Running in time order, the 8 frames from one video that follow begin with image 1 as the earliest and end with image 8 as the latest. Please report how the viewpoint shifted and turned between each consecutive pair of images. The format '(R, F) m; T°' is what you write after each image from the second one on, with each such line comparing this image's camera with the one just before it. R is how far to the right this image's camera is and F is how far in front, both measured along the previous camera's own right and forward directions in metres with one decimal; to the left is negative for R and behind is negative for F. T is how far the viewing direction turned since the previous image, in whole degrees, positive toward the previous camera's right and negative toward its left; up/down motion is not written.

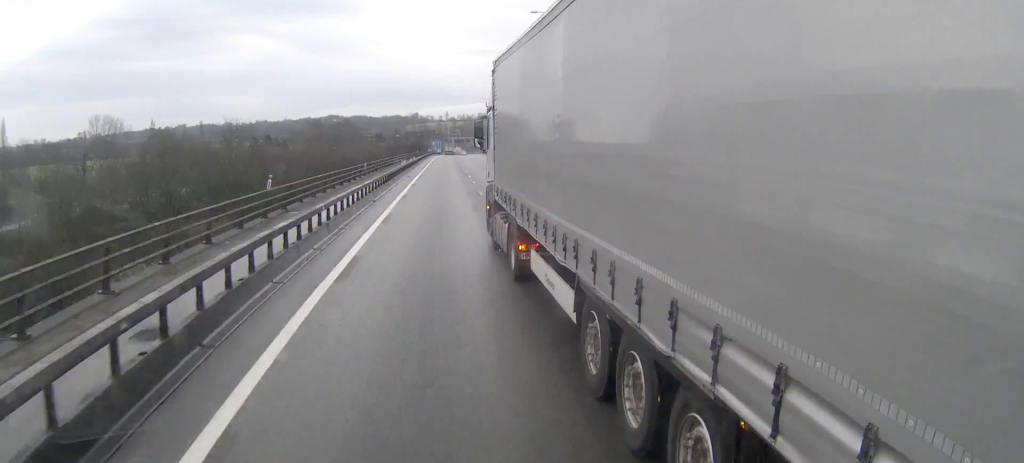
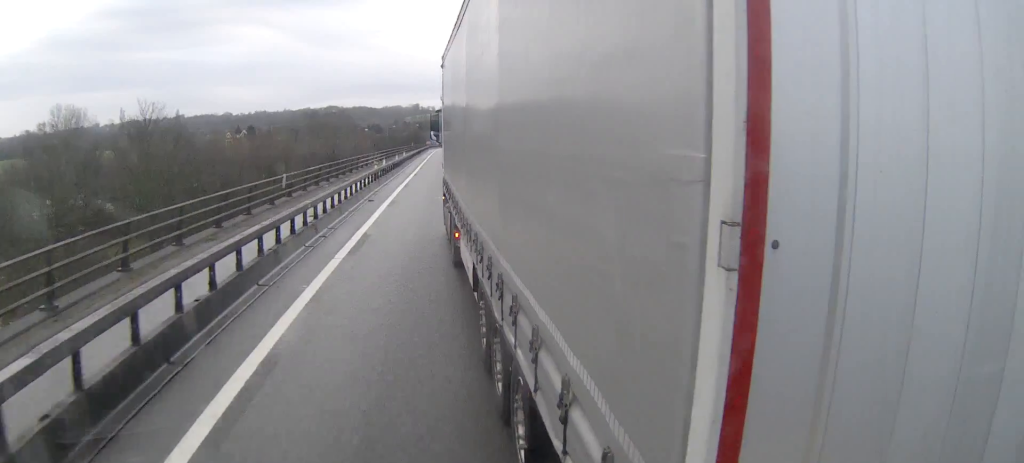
(+0.1, +26.5) m; +1°
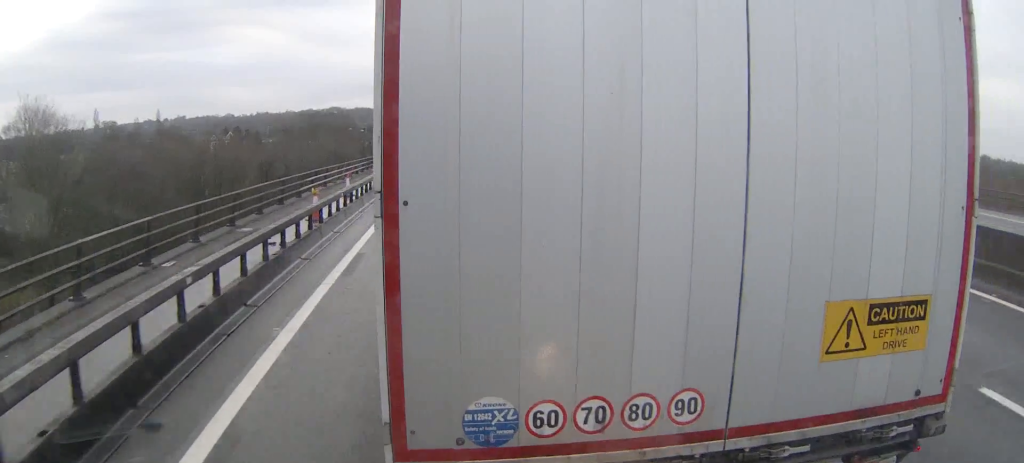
(+0.2, +21.0) m; 0°
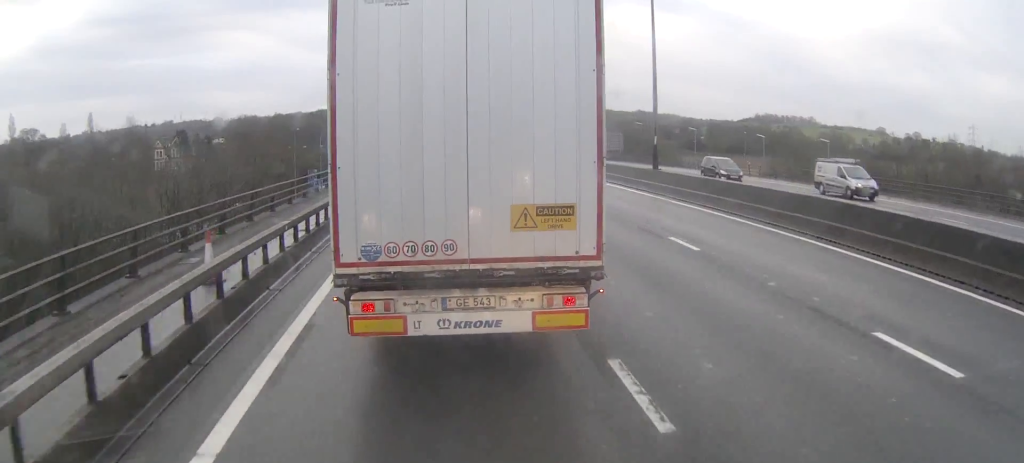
(-0.4, +44.3) m; -1°
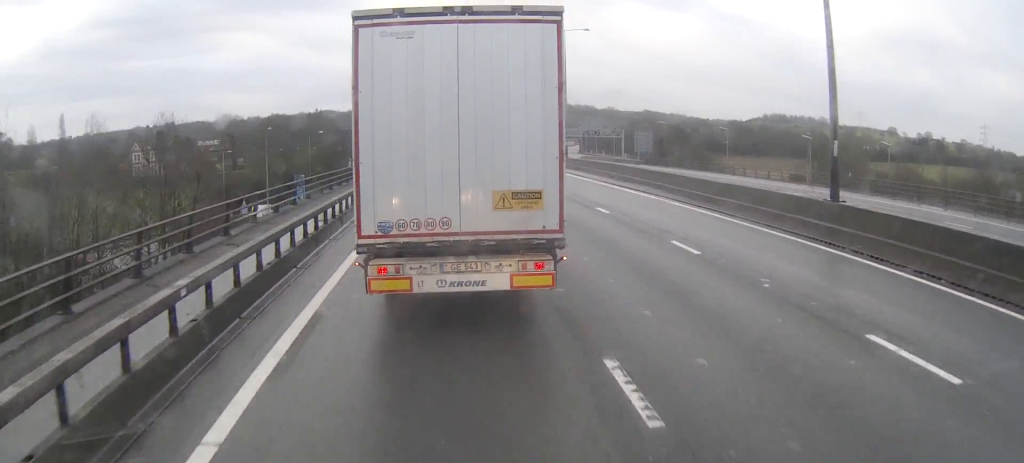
(-0.1, +18.4) m; 0°
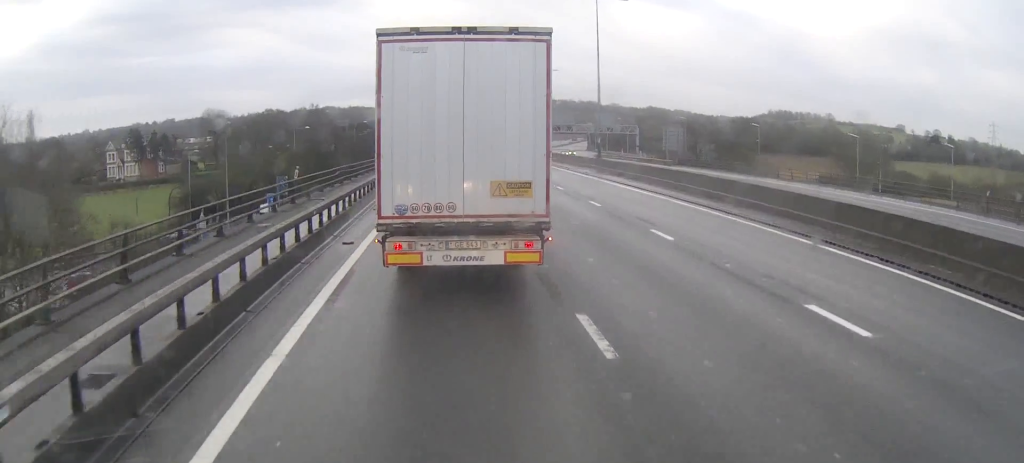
(0.0, +16.2) m; 0°
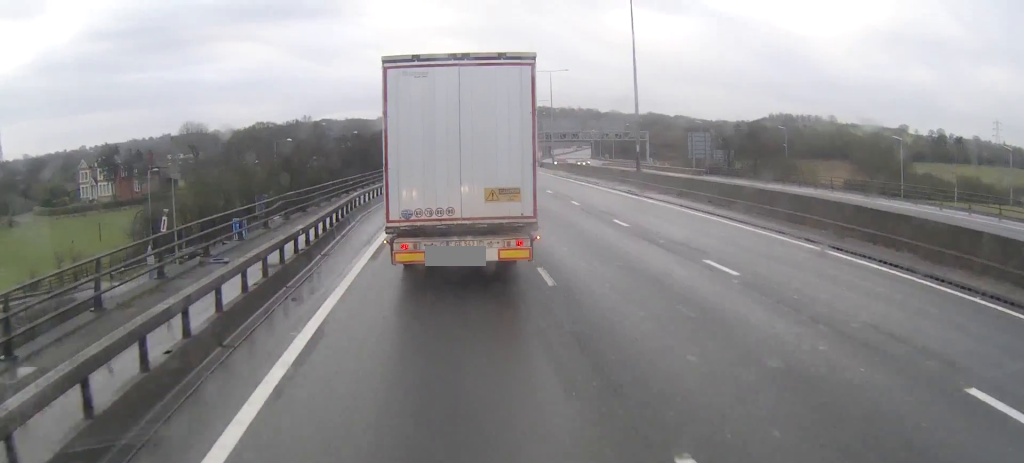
(0.0, +13.4) m; 0°
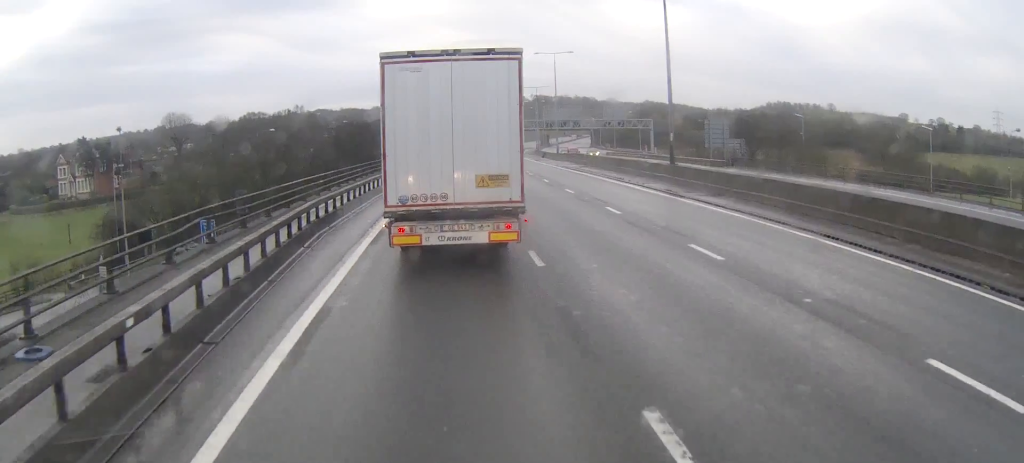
(0.0, +8.5) m; 0°
